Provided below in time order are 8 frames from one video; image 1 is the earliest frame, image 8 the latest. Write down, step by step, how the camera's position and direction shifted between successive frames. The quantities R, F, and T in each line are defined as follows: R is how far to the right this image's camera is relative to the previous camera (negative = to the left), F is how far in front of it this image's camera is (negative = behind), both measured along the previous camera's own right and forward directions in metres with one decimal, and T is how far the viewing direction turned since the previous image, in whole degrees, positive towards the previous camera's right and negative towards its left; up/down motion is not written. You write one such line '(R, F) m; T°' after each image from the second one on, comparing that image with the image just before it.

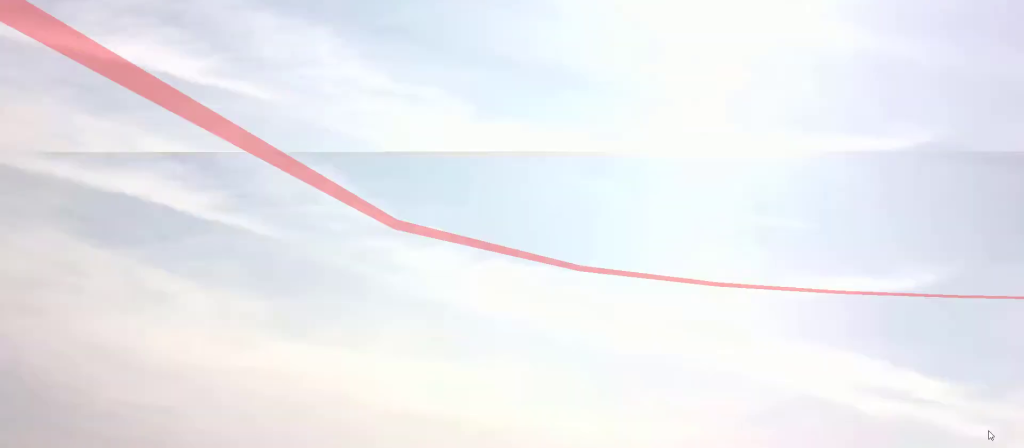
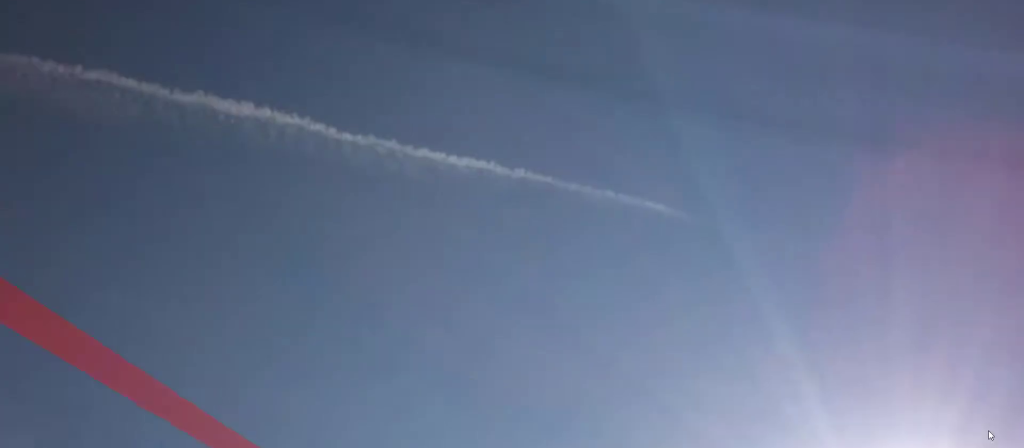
(-0.5, +9.3) m; -3°
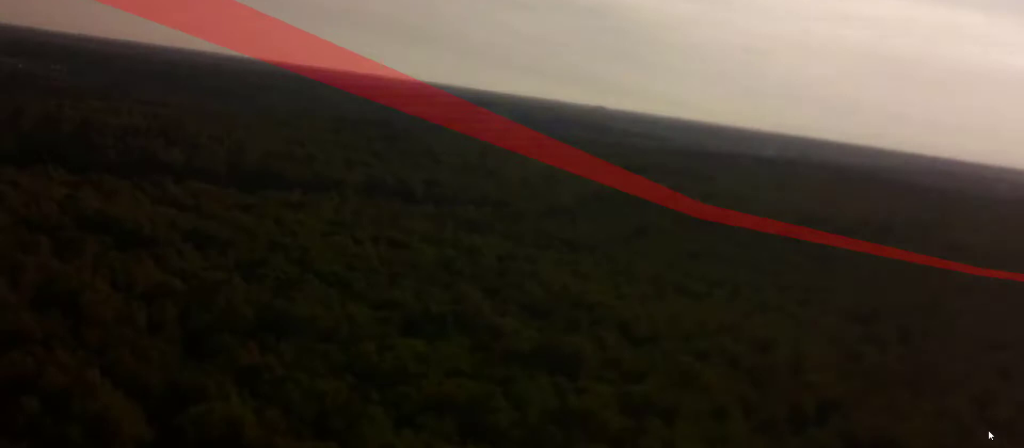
(-0.2, +9.7) m; -3°
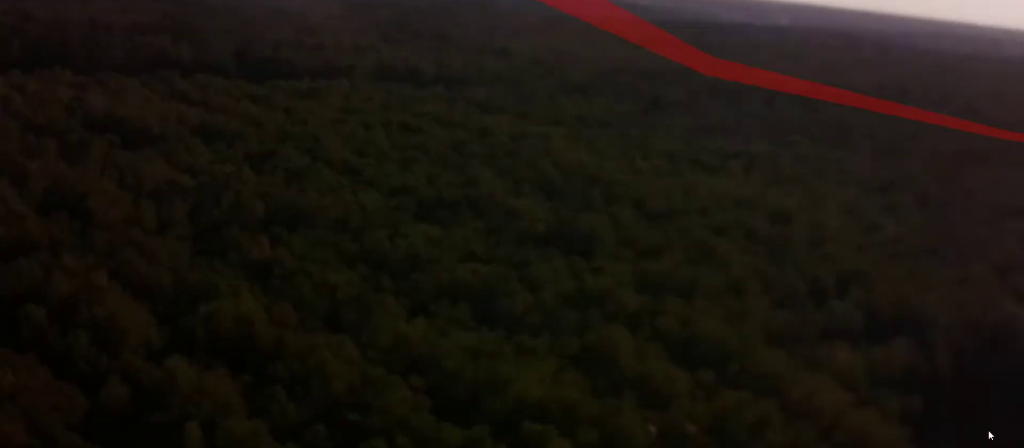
(+0.2, +5.8) m; -2°
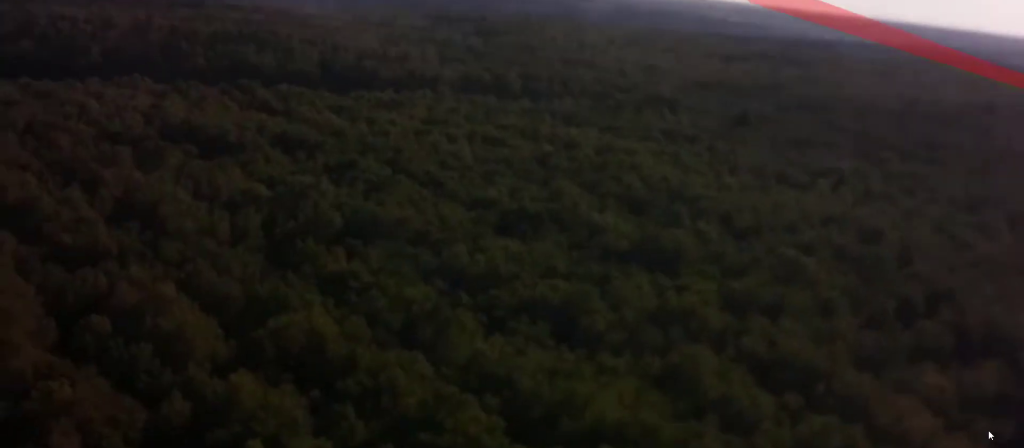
(-0.5, +6.6) m; -3°
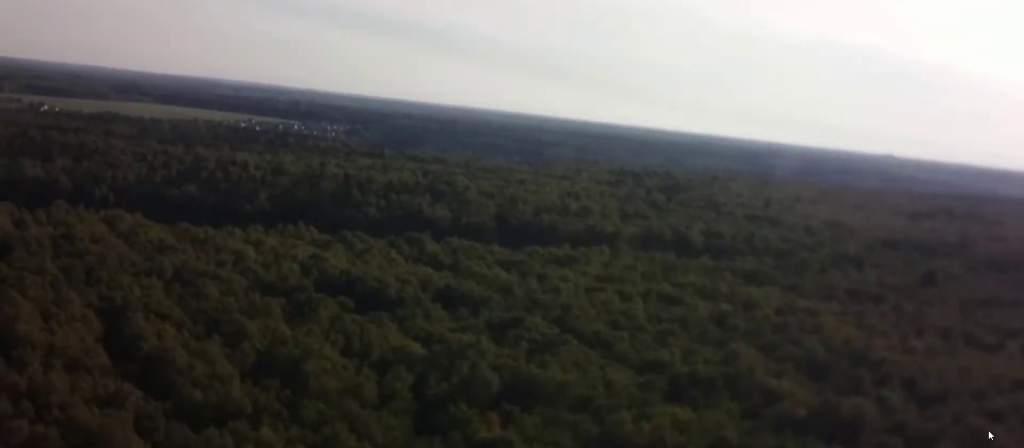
(-1.2, +21.0) m; -6°
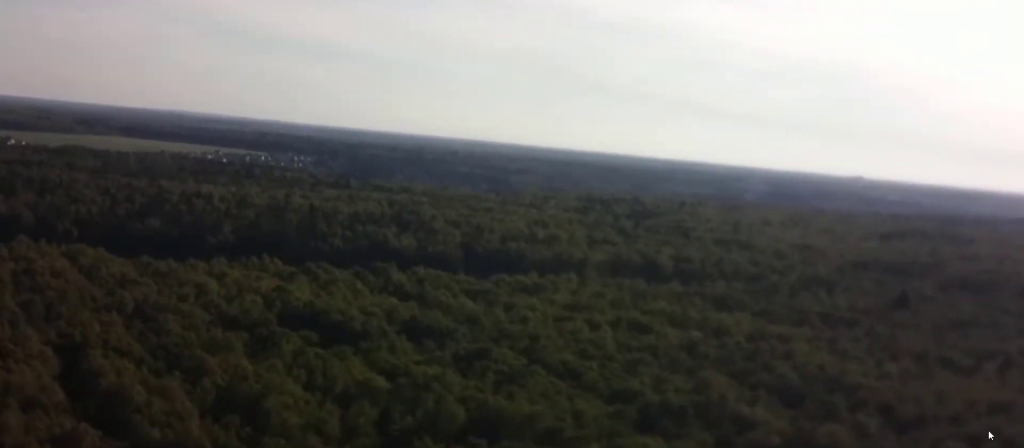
(-0.2, +7.9) m; -2°
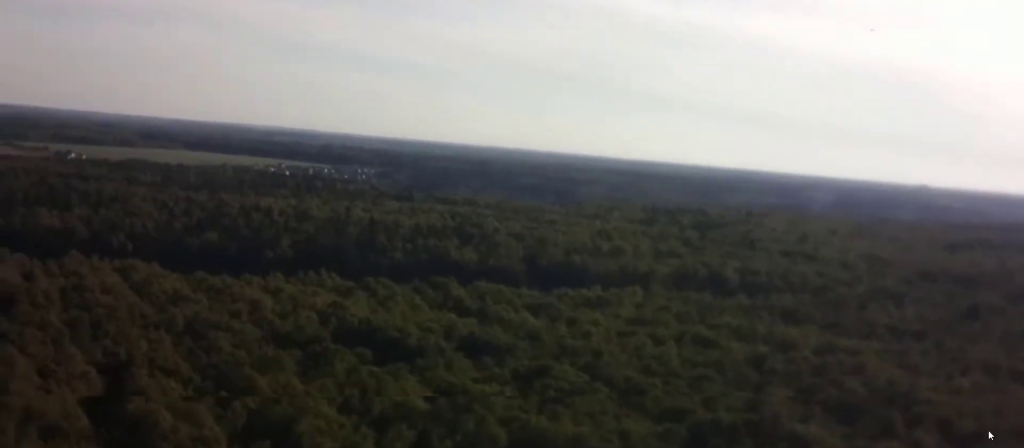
(-0.2, +11.7) m; +3°
